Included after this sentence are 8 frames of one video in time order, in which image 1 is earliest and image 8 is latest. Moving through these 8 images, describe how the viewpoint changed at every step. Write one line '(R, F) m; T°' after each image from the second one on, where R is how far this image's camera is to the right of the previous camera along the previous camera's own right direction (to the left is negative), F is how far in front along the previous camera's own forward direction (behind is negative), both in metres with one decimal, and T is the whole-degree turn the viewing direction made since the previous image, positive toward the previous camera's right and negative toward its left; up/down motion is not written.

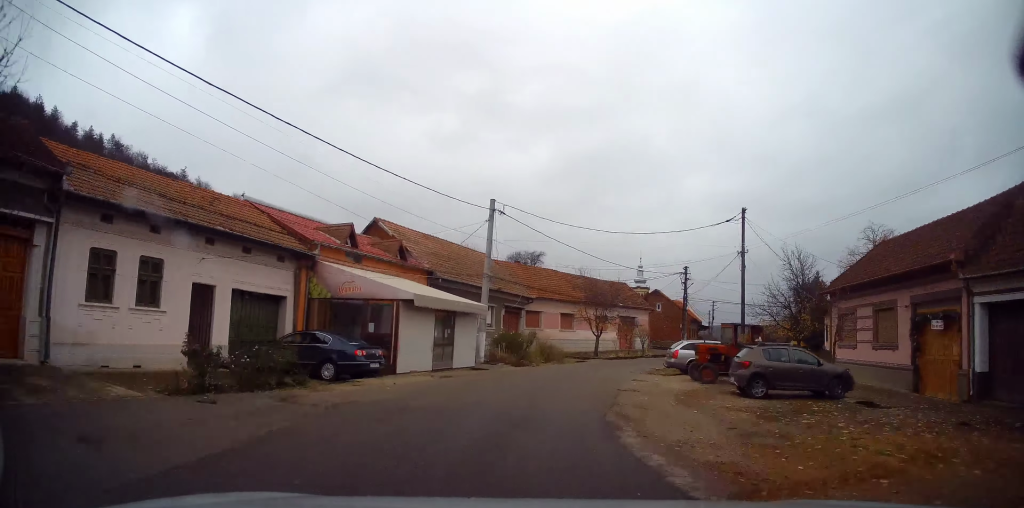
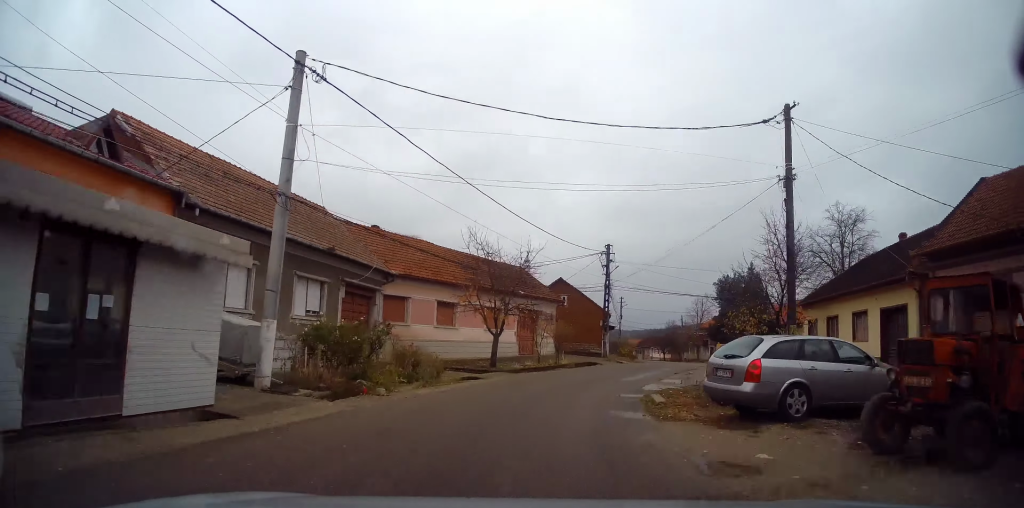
(+1.5, +14.7) m; +13°
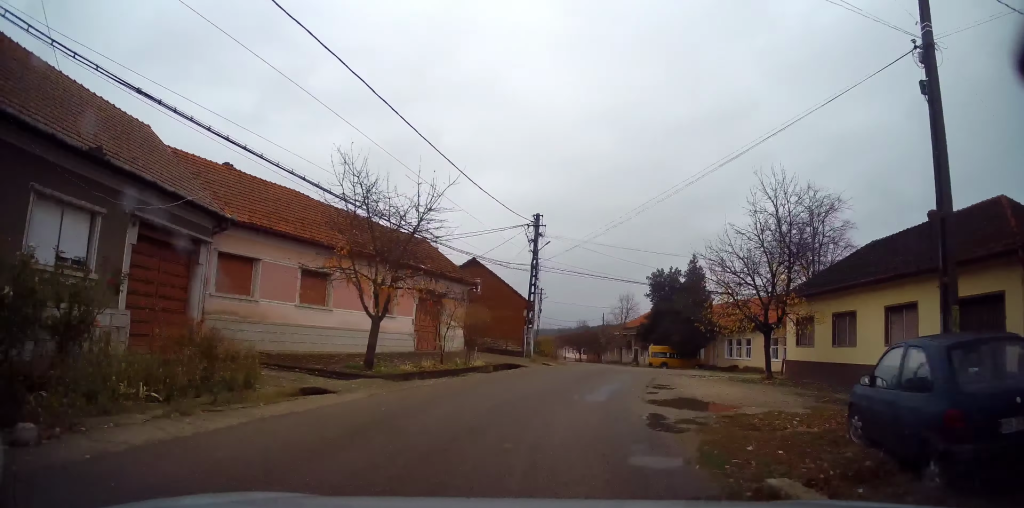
(+0.7, +9.0) m; +8°
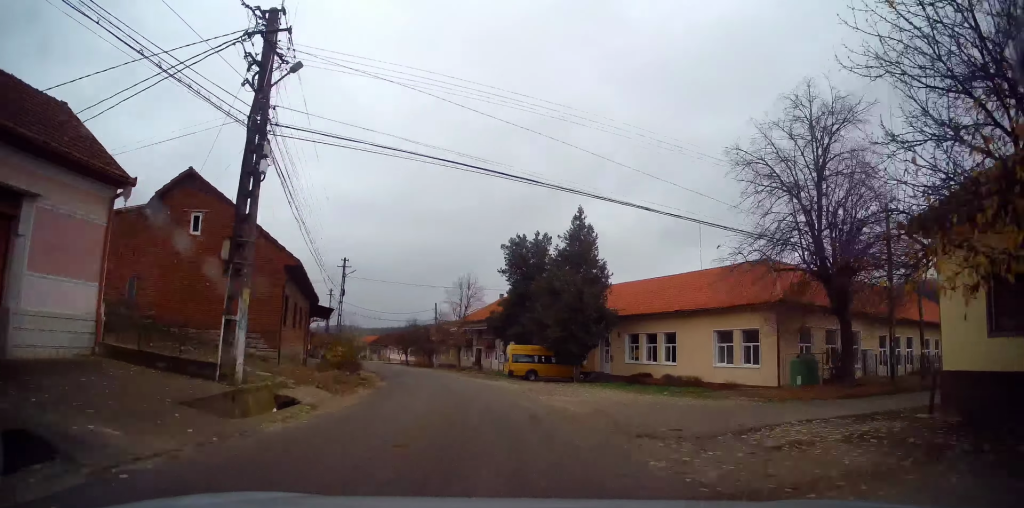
(+3.2, +20.8) m; +13°
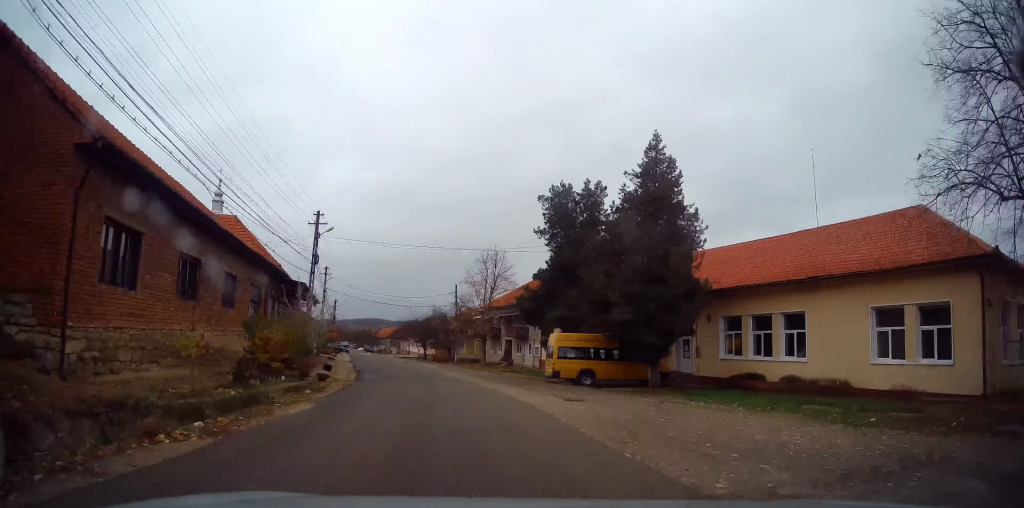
(+0.4, +12.8) m; -1°
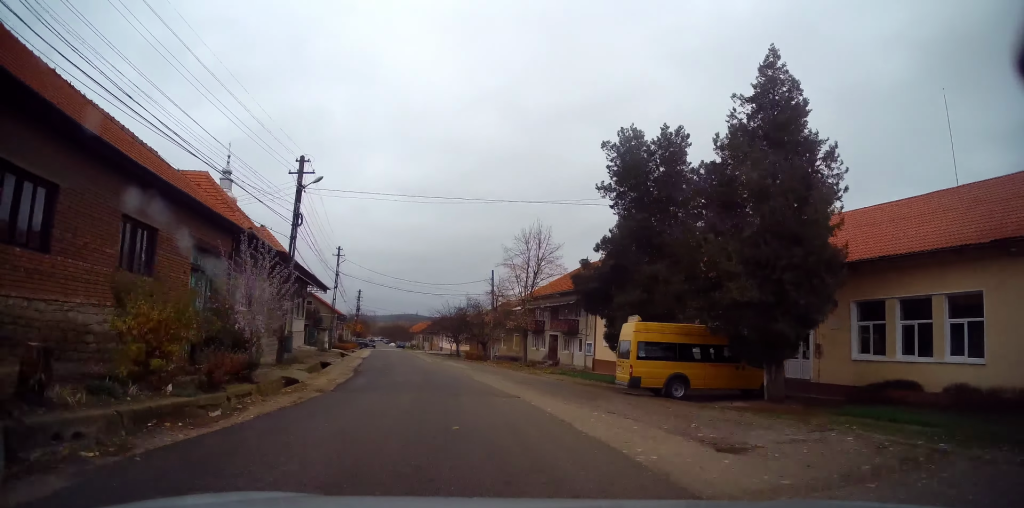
(+0.1, +8.3) m; -4°
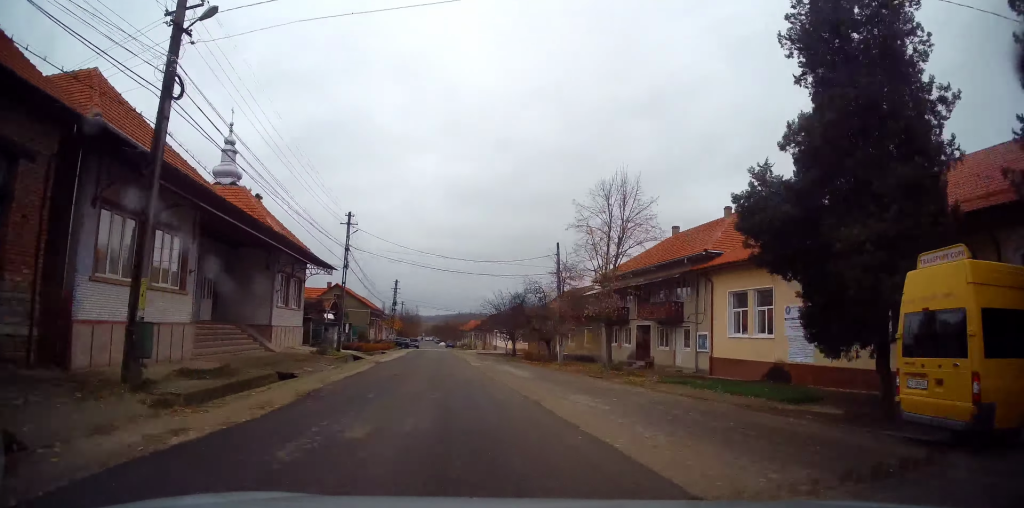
(-0.9, +12.3) m; -5°
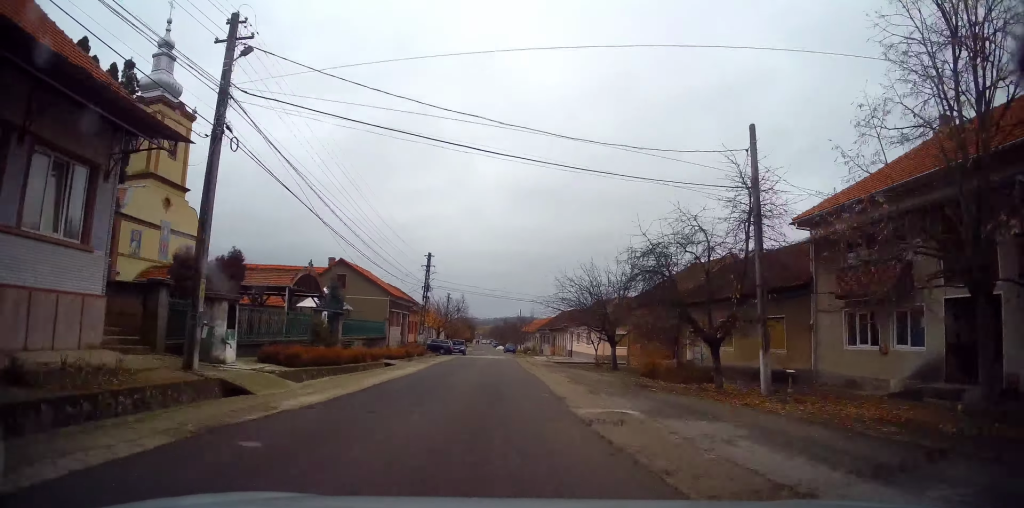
(-1.1, +22.5) m; -4°
